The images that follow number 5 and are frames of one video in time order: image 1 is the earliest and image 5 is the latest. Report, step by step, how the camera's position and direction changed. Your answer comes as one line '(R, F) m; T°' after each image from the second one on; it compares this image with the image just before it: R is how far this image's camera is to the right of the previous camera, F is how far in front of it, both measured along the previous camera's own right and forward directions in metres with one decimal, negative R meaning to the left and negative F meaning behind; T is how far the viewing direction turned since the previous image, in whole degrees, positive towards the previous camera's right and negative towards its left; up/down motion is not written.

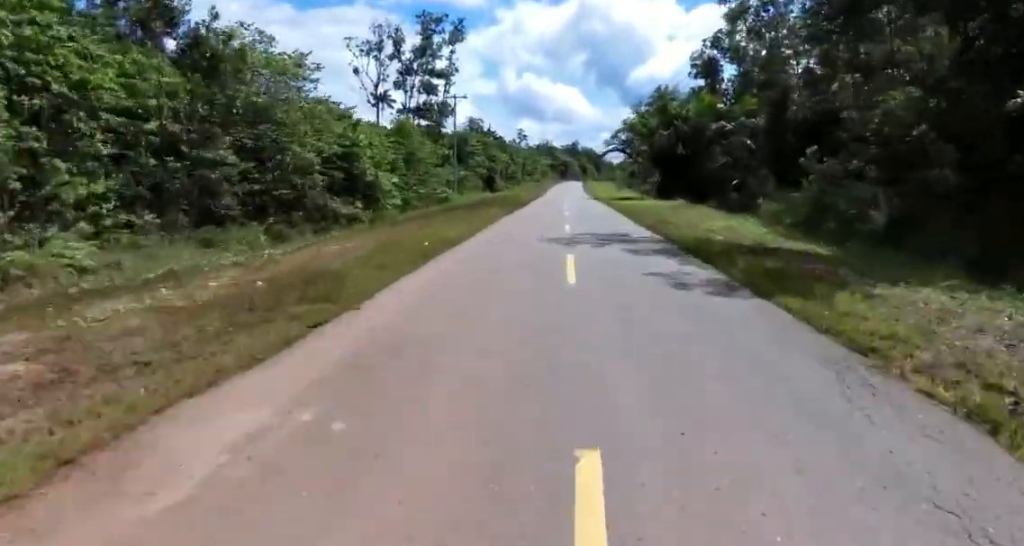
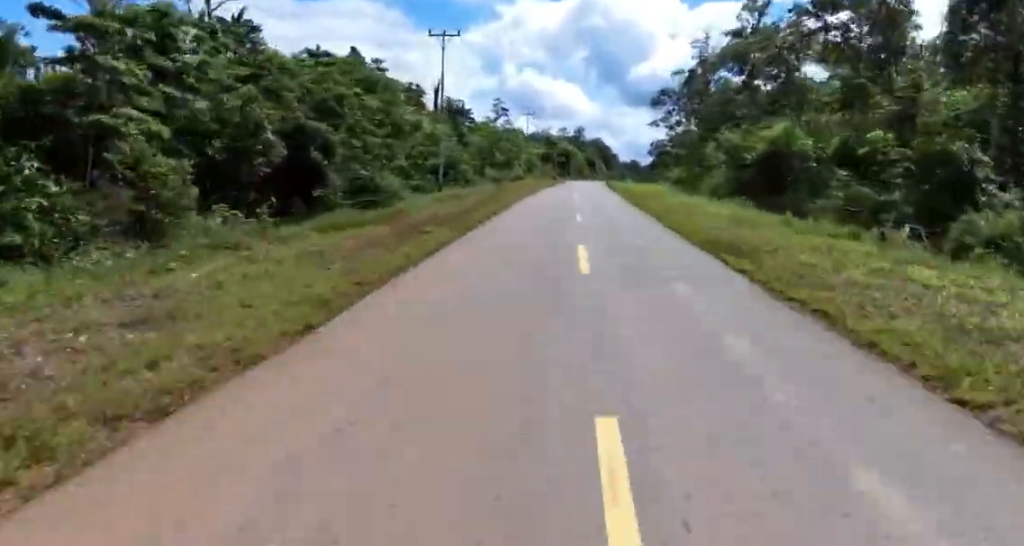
(-2.4, +76.1) m; -4°
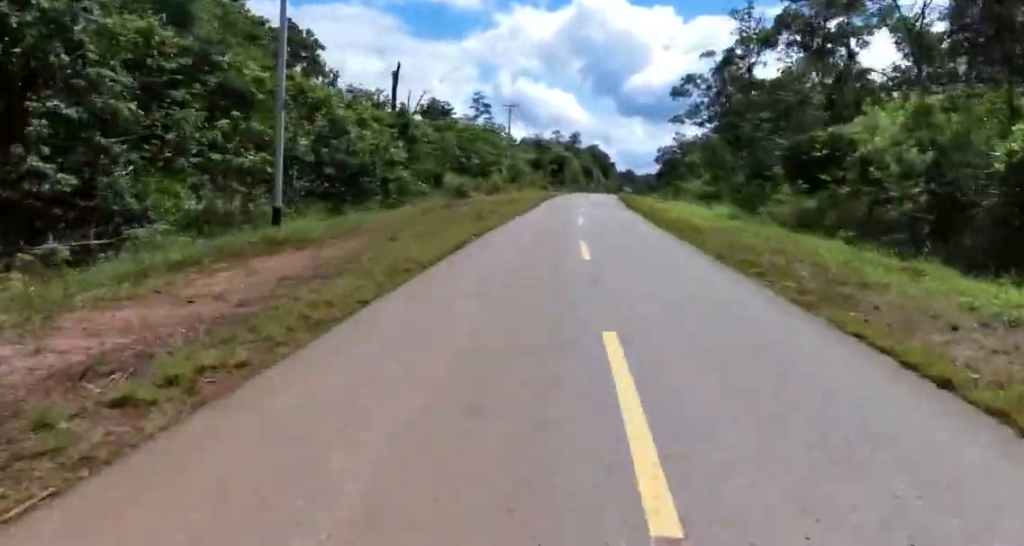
(+0.7, +22.2) m; +2°
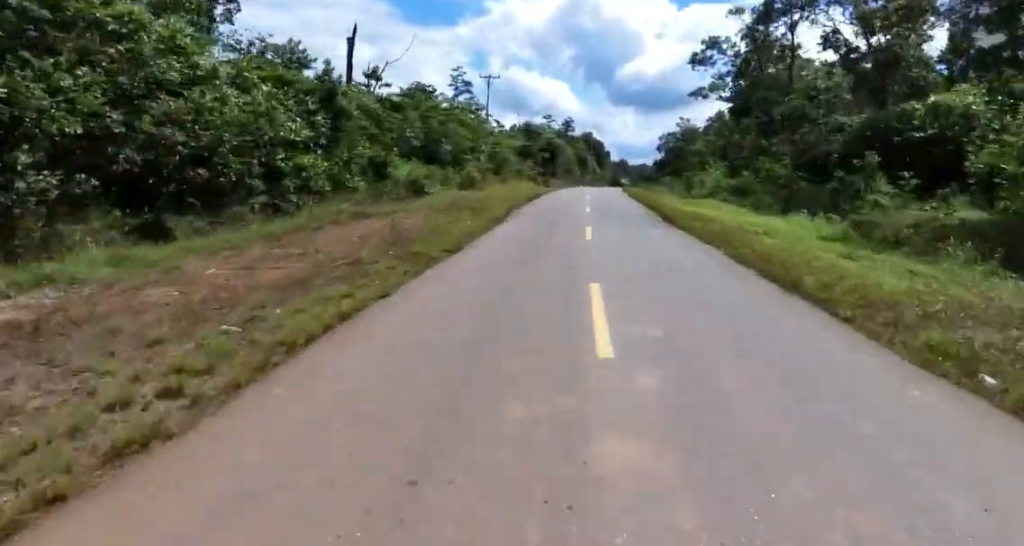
(0.0, +14.8) m; 0°
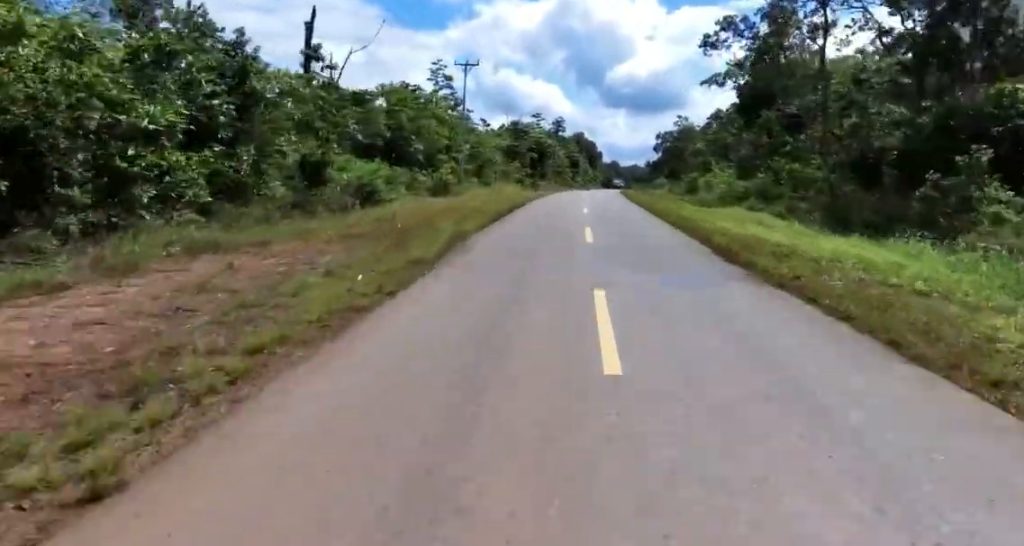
(+0.1, +8.3) m; 0°
